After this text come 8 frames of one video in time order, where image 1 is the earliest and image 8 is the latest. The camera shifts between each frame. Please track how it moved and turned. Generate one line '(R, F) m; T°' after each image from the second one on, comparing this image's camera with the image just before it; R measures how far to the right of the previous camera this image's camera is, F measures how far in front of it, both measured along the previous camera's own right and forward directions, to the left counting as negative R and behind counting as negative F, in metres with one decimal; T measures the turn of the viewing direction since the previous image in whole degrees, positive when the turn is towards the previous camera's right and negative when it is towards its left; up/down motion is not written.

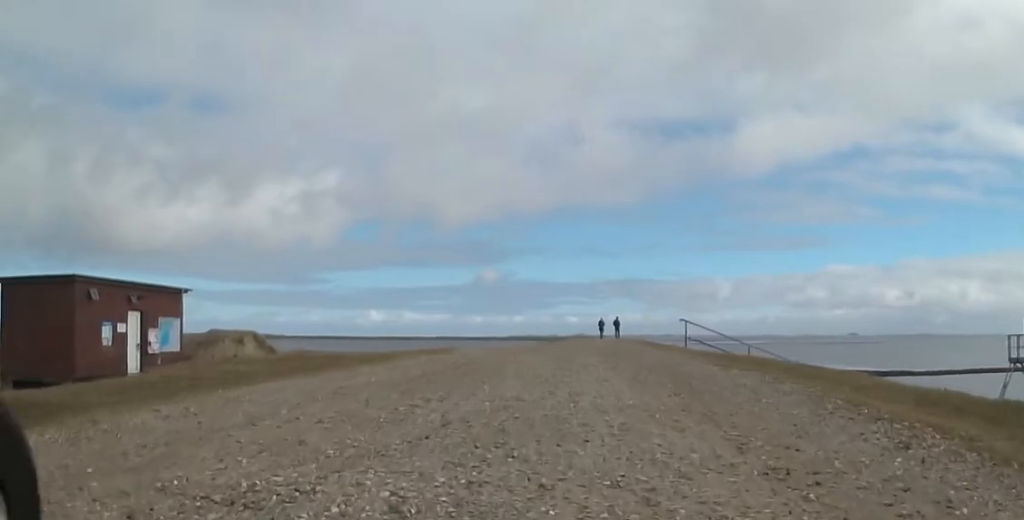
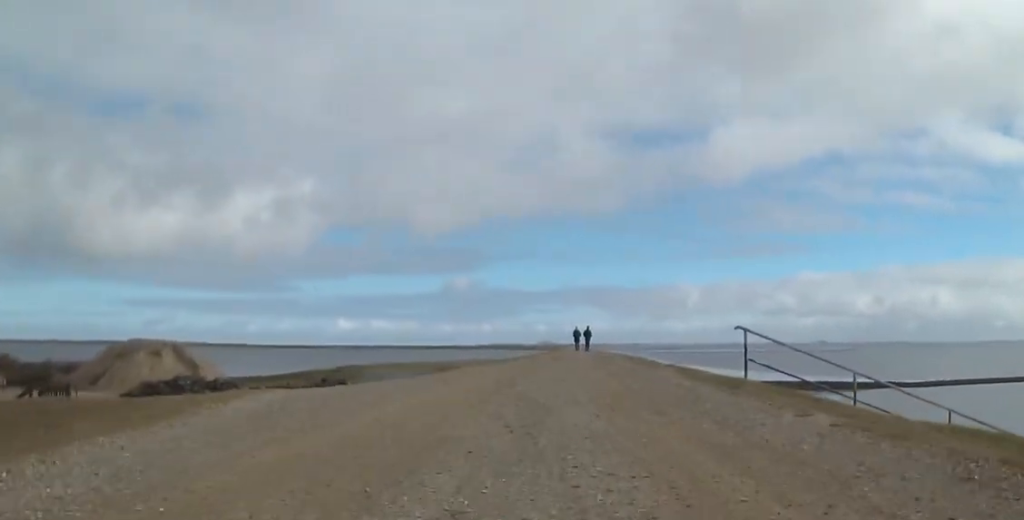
(-0.4, +11.2) m; +3°
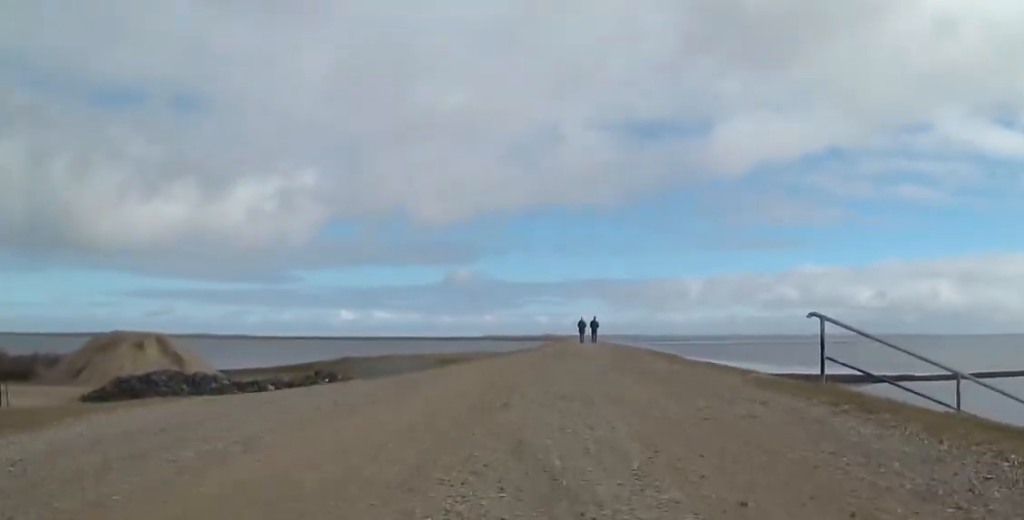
(+0.7, +3.6) m; +7°
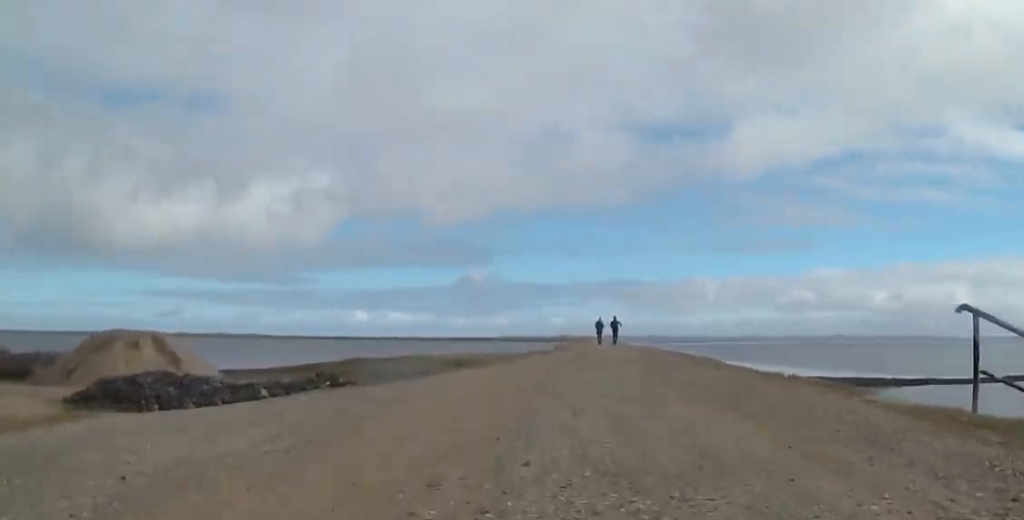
(+0.1, +3.5) m; -2°
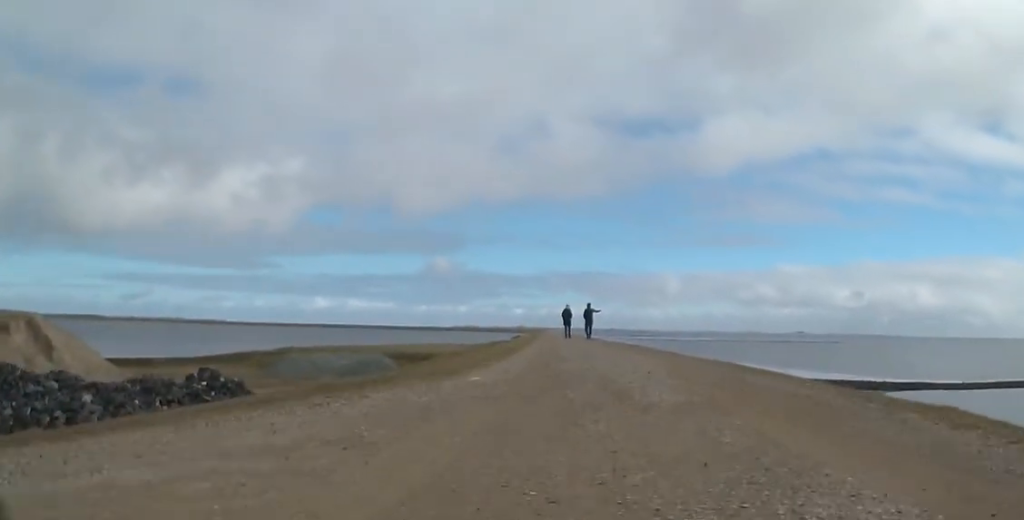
(-1.8, +12.2) m; -8°
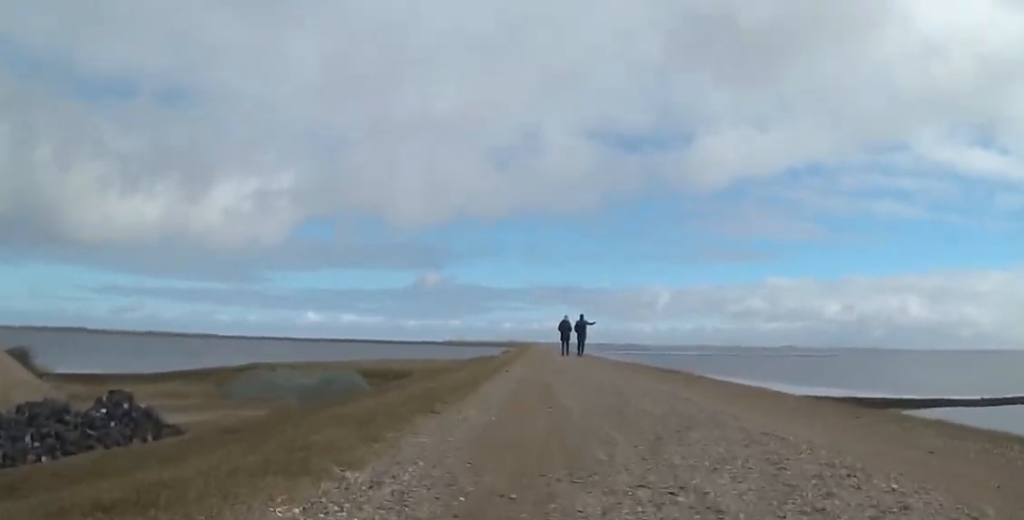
(+0.1, +8.2) m; 0°
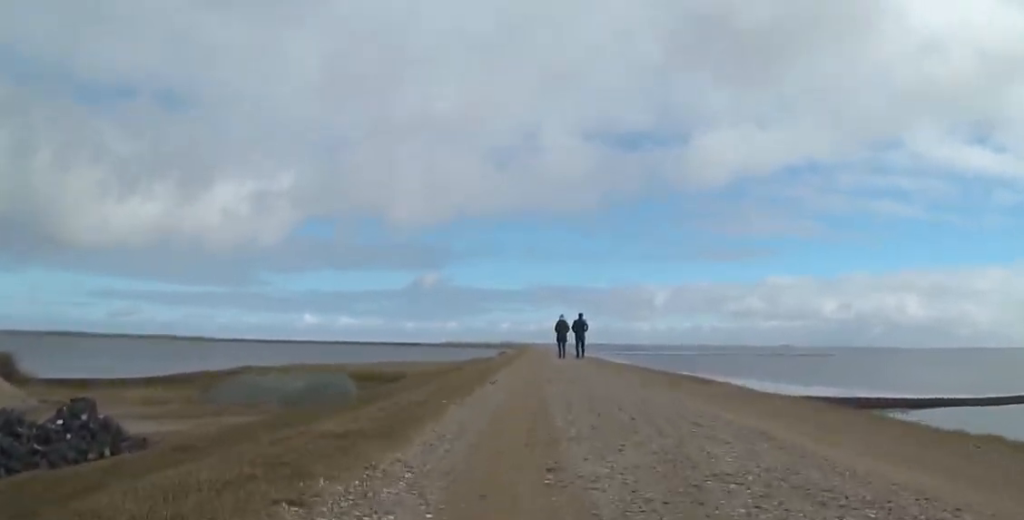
(-0.5, +2.7) m; 0°
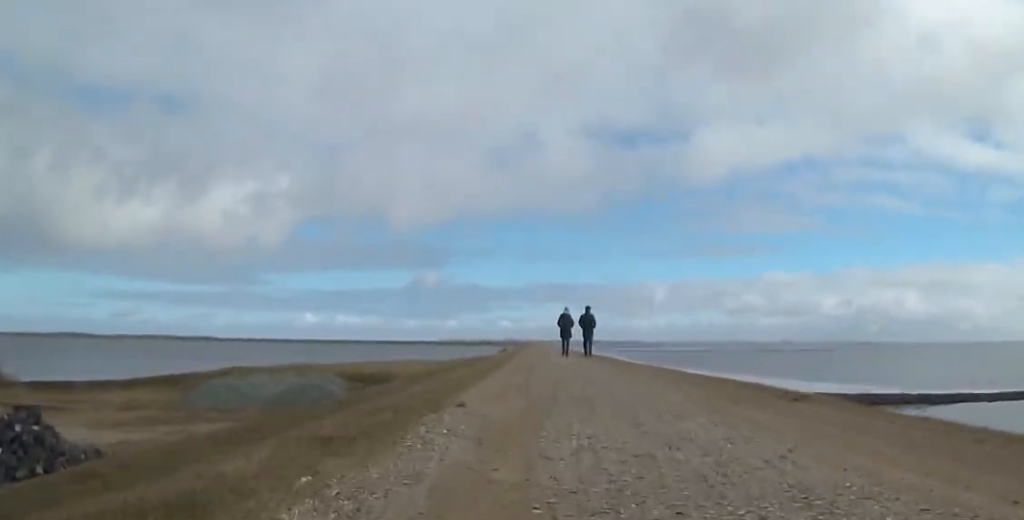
(+0.7, +3.9) m; 0°
